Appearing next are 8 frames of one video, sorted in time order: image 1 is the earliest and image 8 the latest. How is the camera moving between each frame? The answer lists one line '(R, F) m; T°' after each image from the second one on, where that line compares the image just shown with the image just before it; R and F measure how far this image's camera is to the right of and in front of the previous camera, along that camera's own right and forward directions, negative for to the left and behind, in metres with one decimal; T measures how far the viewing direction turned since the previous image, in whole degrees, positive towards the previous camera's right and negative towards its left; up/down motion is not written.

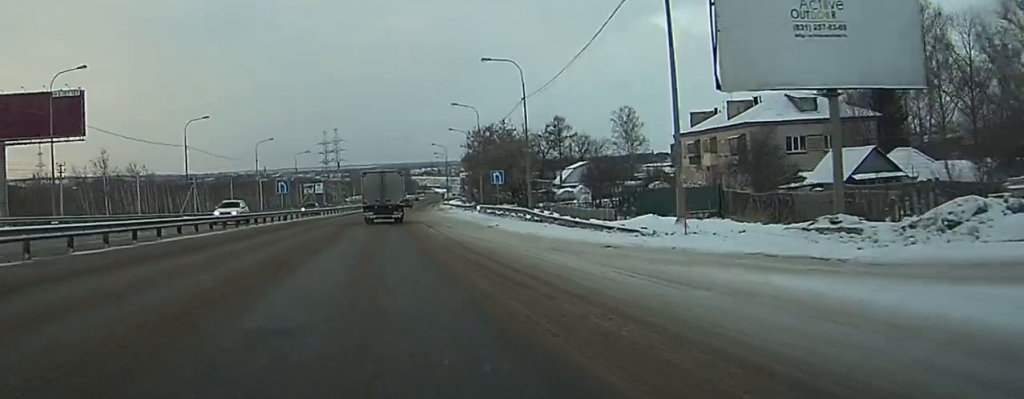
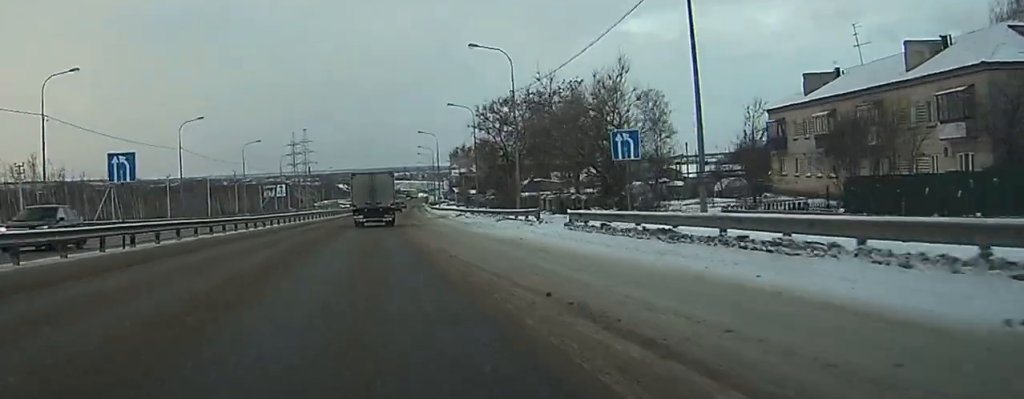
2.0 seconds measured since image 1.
(+0.8, +37.2) m; +2°
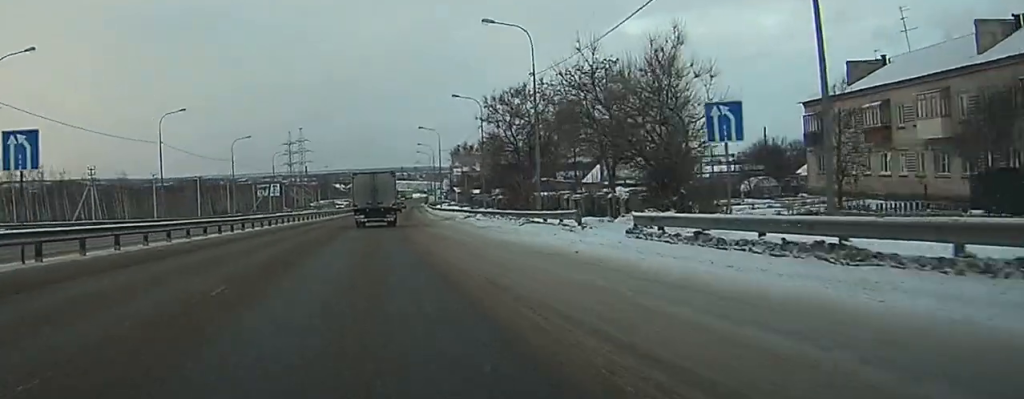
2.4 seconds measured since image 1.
(0.0, +8.0) m; 0°
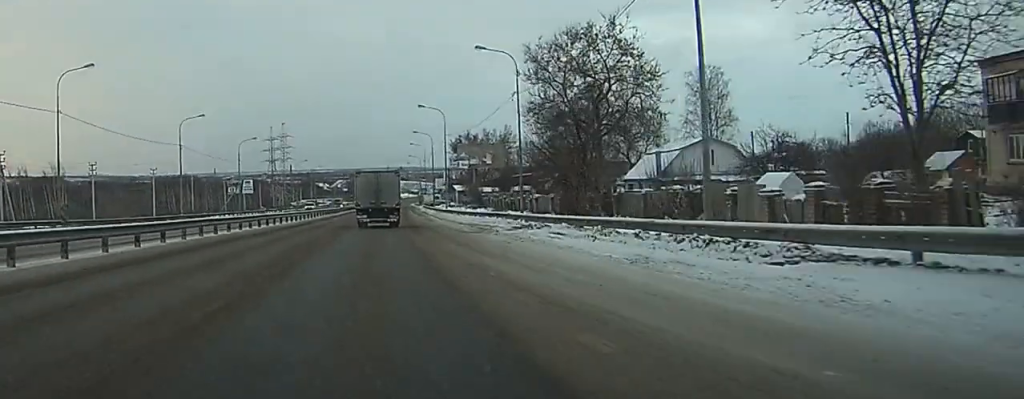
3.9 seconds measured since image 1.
(+0.3, +26.4) m; +1°
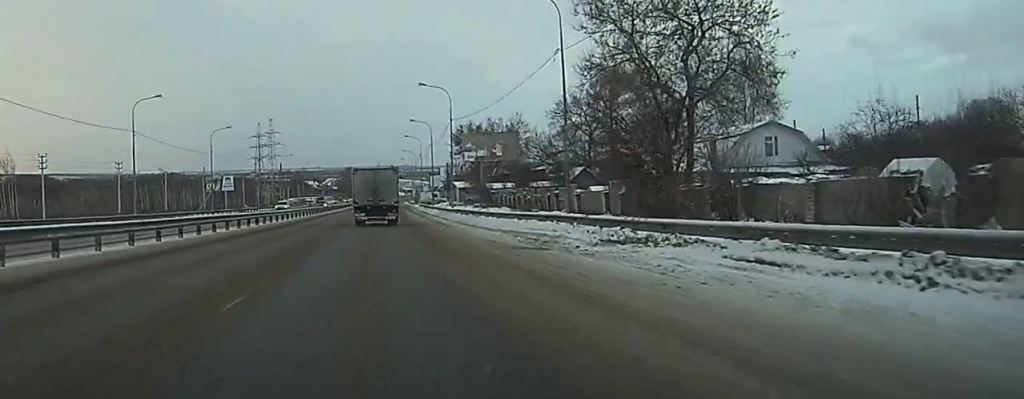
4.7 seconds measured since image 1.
(0.0, +15.9) m; 0°
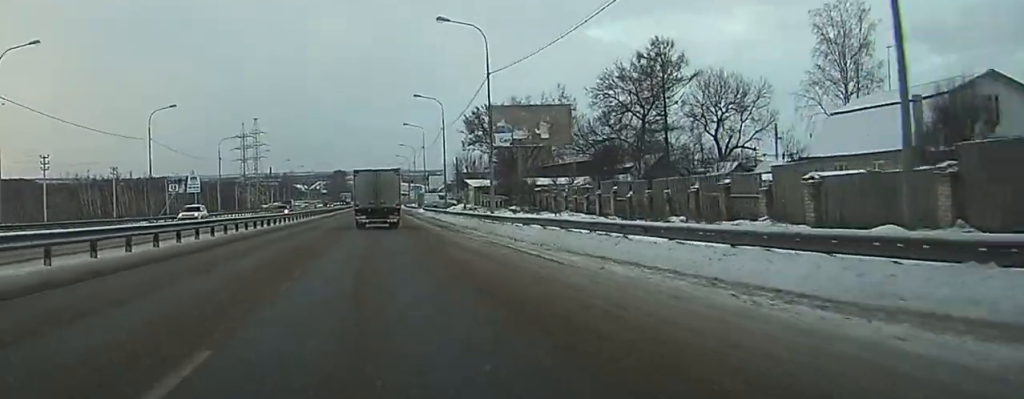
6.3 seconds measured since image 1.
(+0.1, +28.8) m; 0°
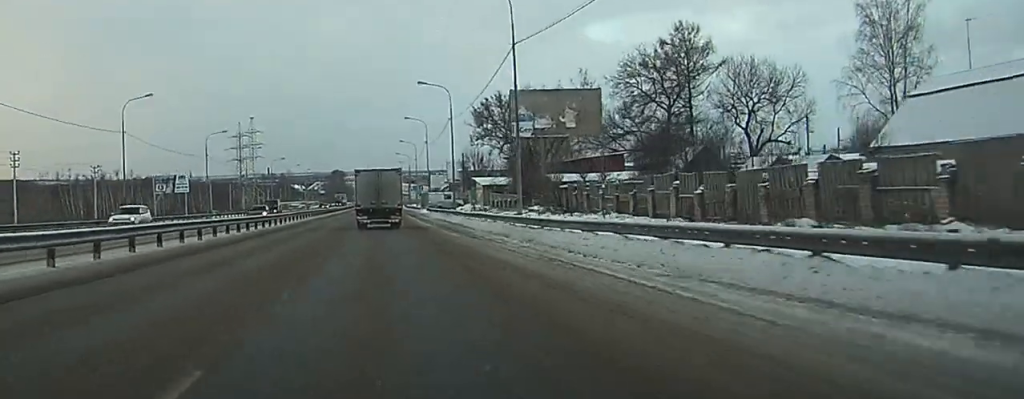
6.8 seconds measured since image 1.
(0.0, +9.2) m; 0°
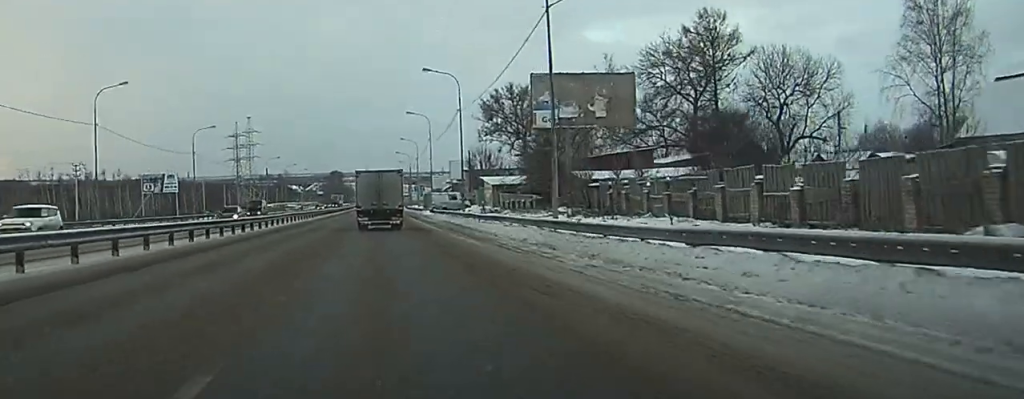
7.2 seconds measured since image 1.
(+0.1, +8.0) m; 0°
